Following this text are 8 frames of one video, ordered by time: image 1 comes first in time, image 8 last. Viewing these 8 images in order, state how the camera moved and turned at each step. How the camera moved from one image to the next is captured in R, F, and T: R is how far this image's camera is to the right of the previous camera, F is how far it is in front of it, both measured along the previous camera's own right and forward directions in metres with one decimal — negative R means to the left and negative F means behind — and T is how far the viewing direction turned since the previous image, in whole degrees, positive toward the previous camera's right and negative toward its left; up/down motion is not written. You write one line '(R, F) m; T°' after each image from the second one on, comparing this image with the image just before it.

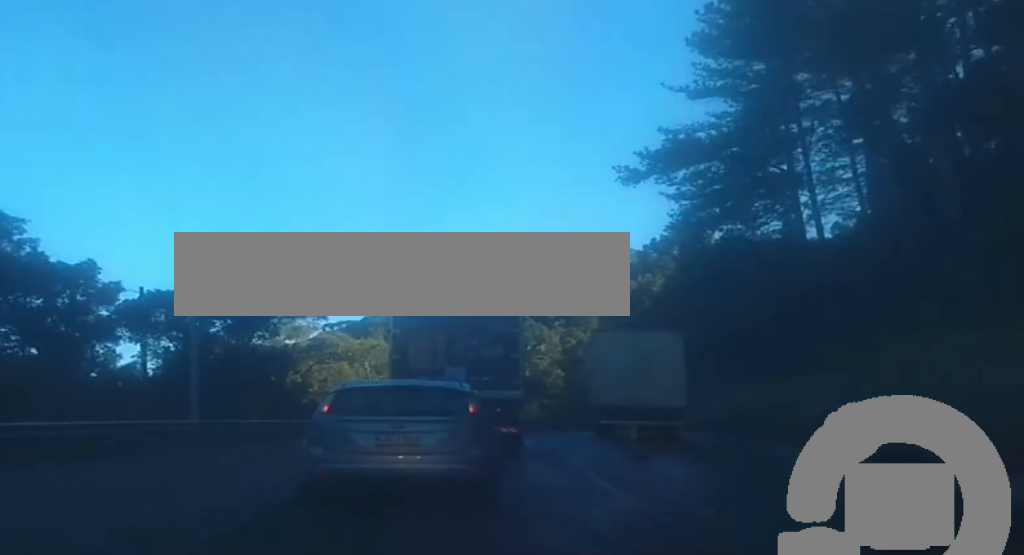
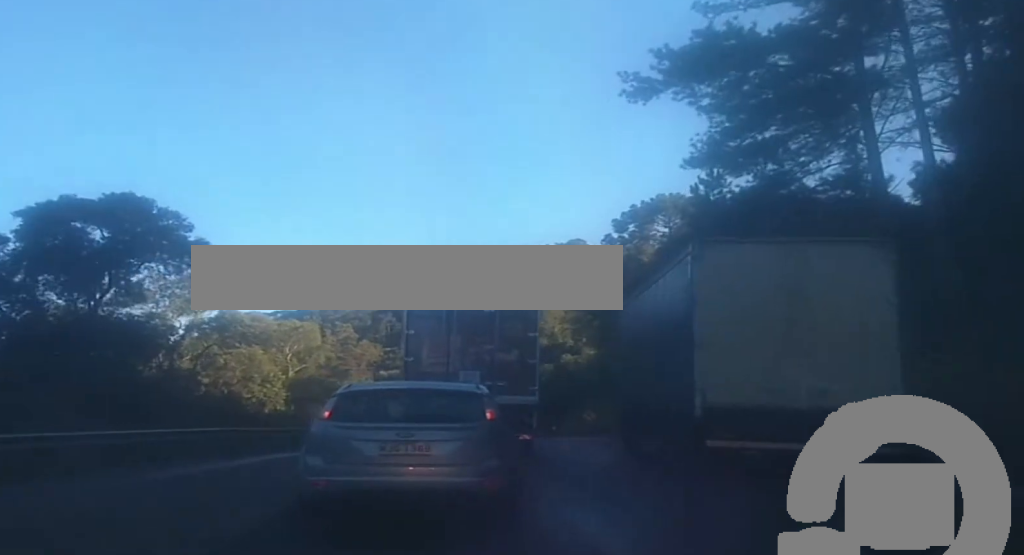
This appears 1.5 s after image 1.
(+1.4, +19.5) m; +4°
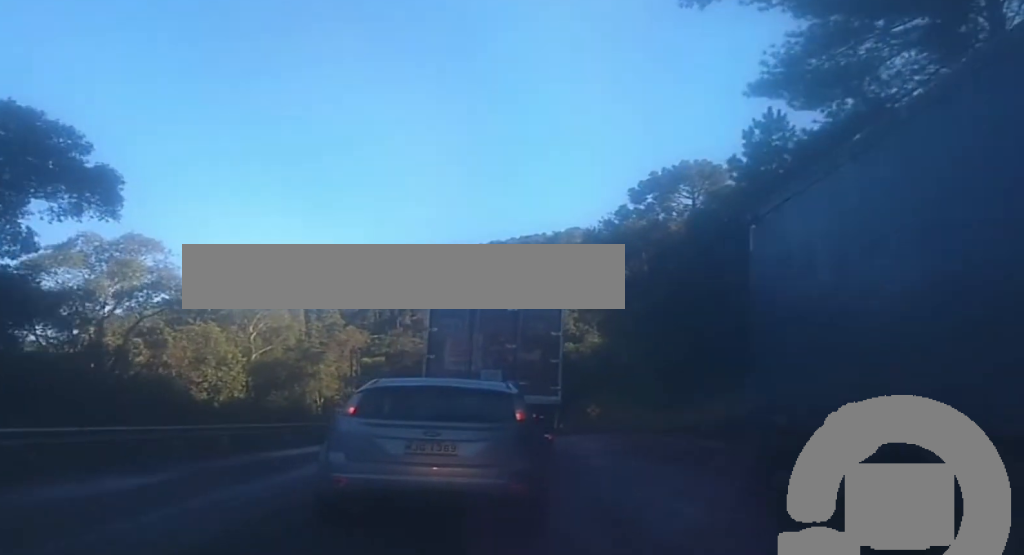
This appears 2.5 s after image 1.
(0.0, +11.7) m; 0°
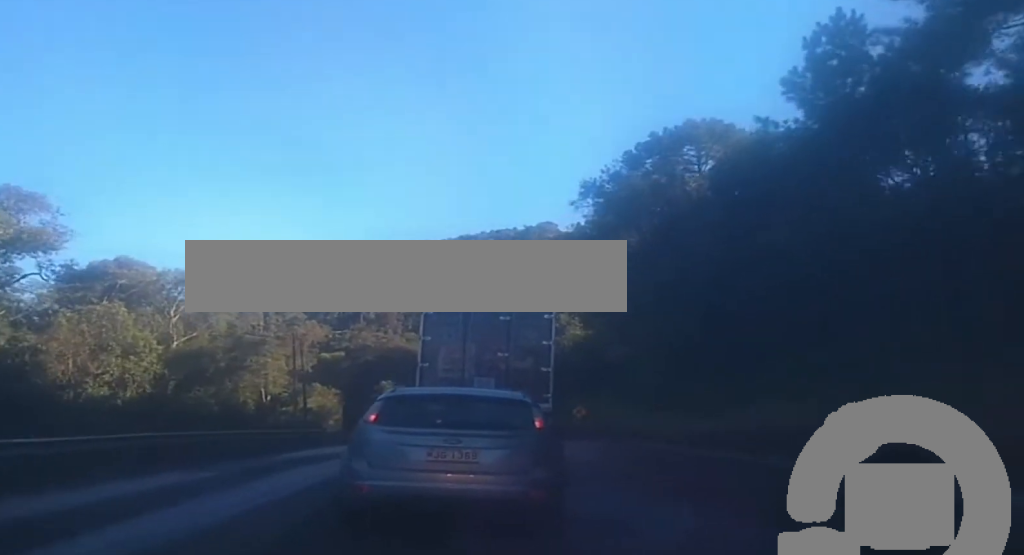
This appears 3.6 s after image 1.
(0.0, +12.7) m; 0°
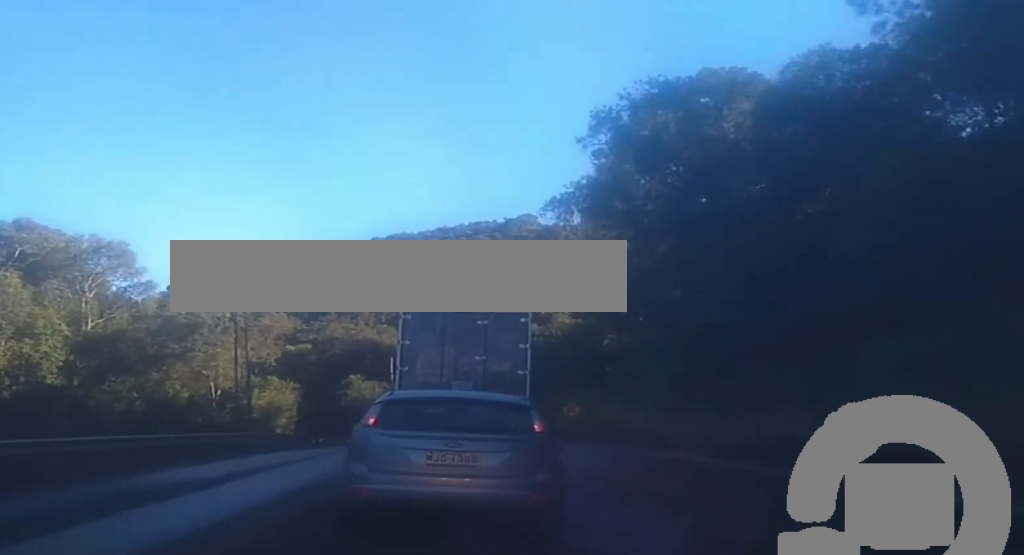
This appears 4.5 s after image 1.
(0.0, +10.3) m; 0°
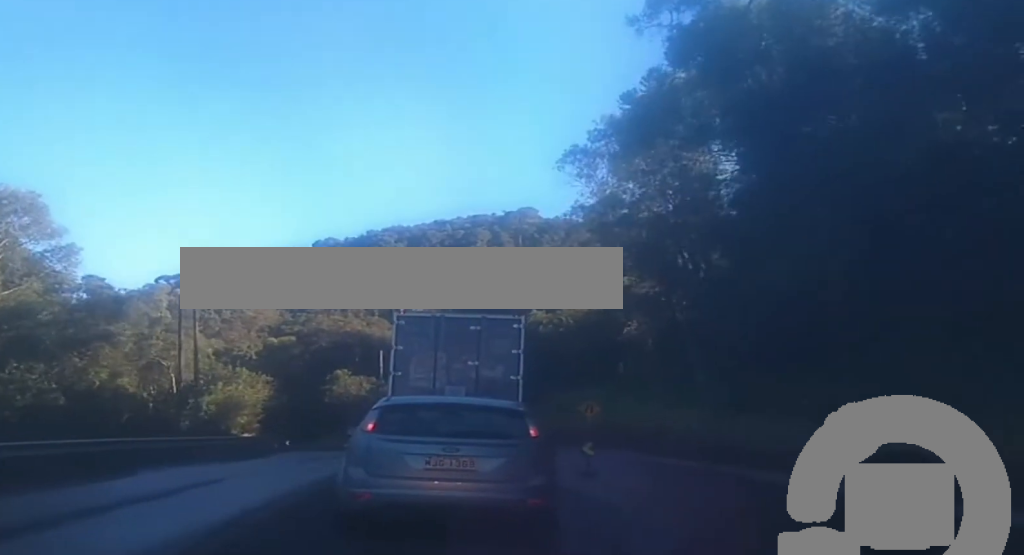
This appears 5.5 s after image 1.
(0.0, +10.4) m; +1°
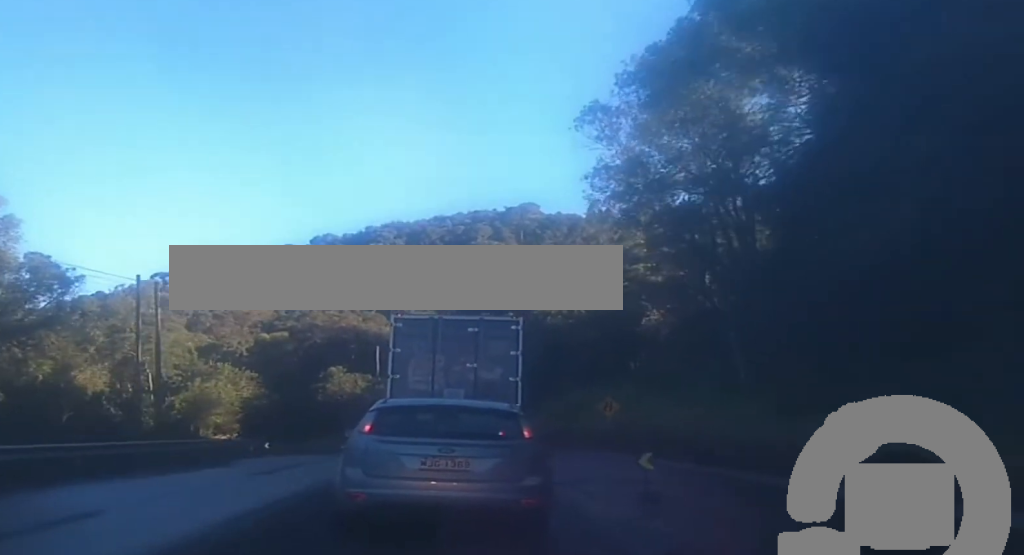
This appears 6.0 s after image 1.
(0.0, +6.0) m; +1°
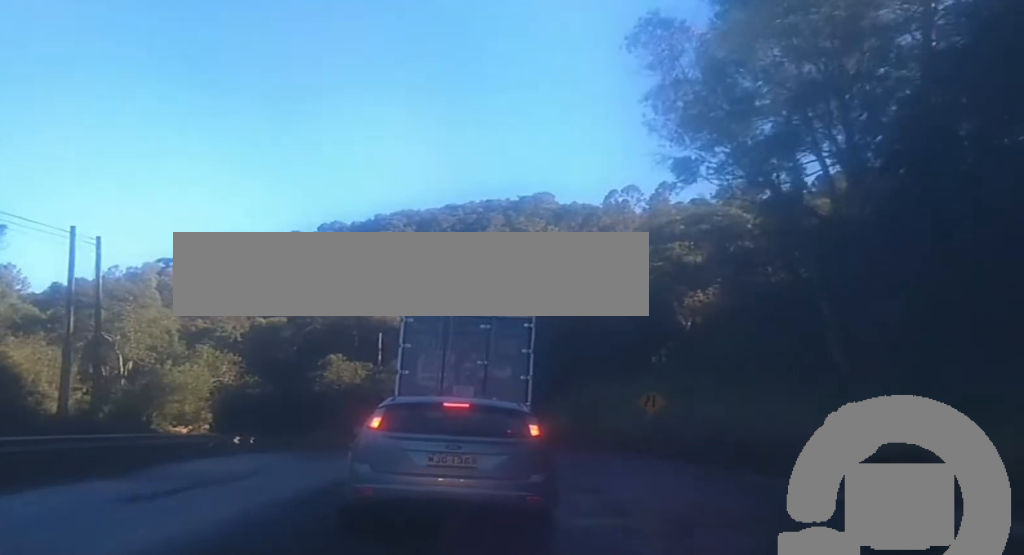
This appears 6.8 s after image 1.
(+0.1, +7.8) m; +1°
